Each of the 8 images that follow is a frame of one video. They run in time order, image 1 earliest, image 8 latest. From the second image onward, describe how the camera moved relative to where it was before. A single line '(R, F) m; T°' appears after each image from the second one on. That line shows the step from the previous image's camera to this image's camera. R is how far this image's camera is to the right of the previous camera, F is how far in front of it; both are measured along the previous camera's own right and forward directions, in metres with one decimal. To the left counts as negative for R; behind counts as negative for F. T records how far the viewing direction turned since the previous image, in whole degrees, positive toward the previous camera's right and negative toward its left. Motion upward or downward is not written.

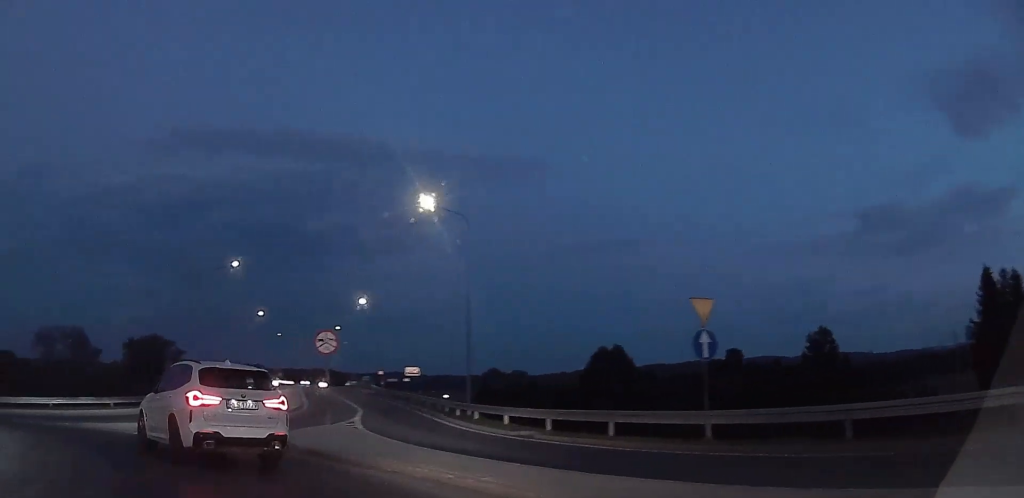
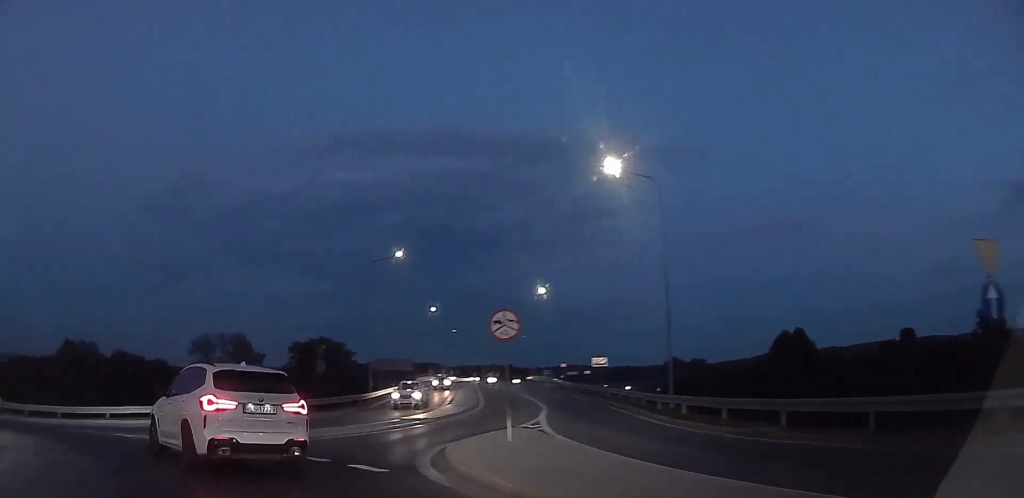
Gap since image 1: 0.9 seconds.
(-0.8, +4.5) m; -20°
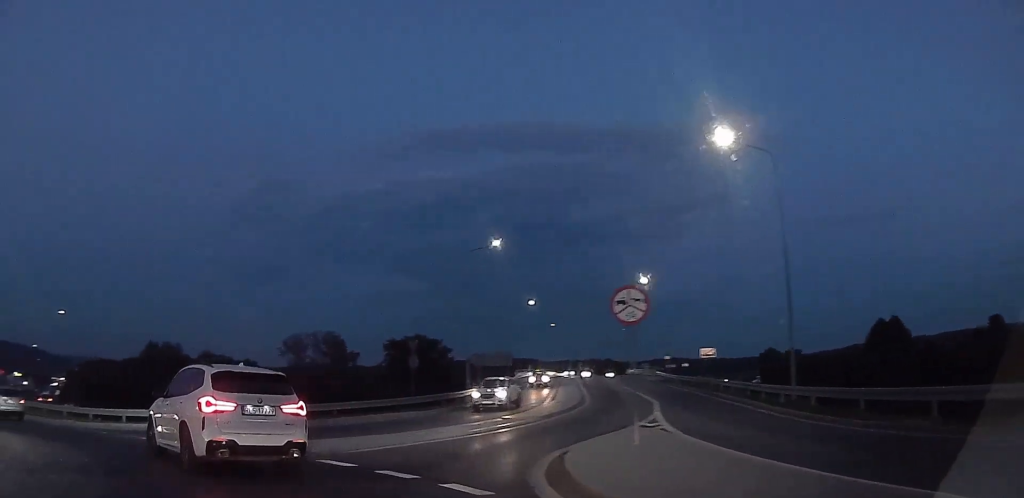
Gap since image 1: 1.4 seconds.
(0.0, +2.6) m; -10°
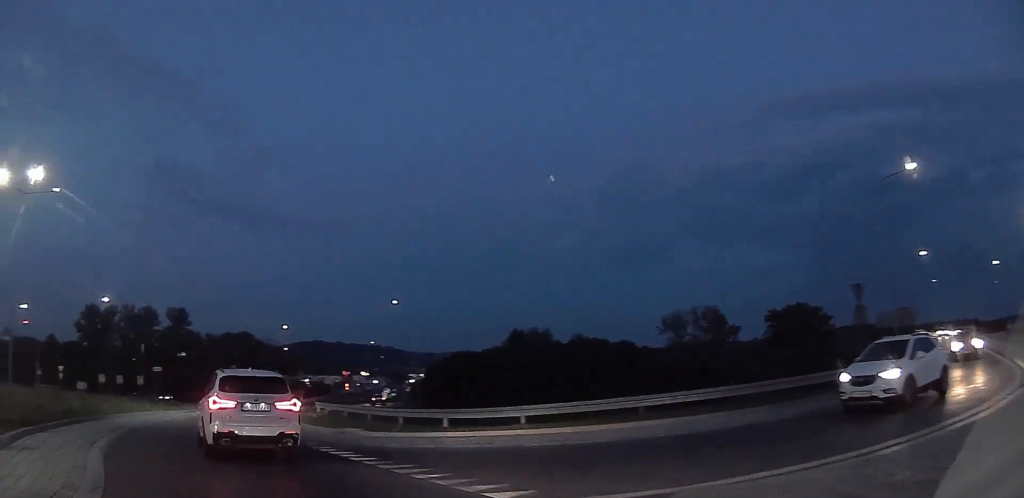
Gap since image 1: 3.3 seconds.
(-2.1, +10.1) m; -26°
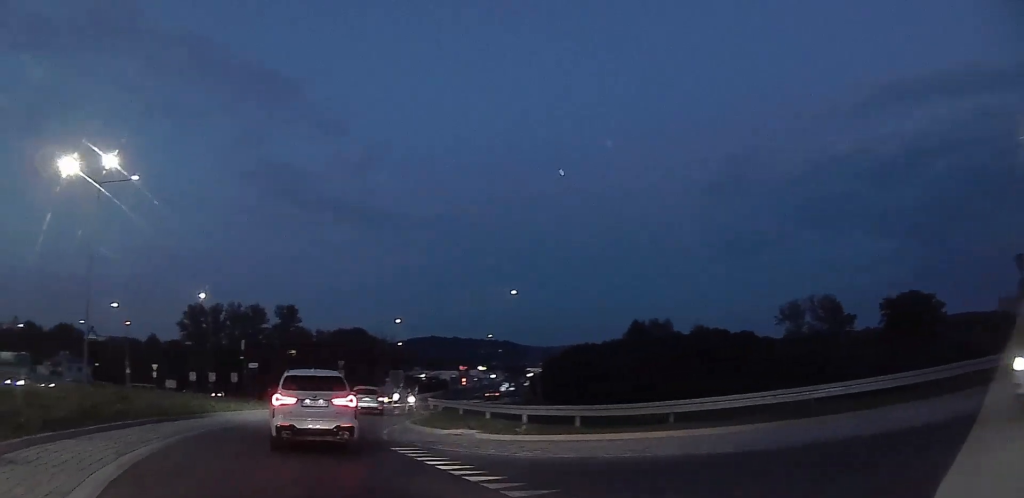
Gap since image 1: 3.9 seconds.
(-0.7, +3.2) m; -11°
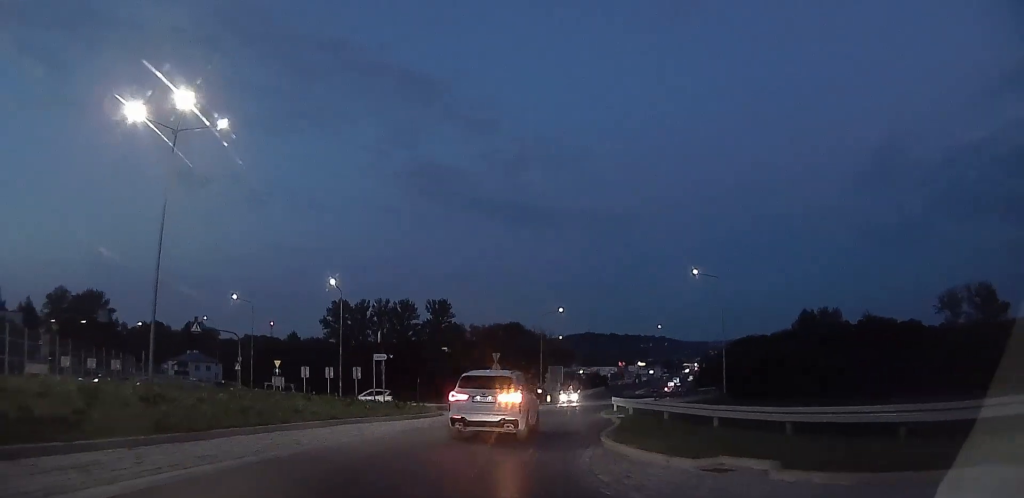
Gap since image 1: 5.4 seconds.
(-1.3, +8.4) m; -12°
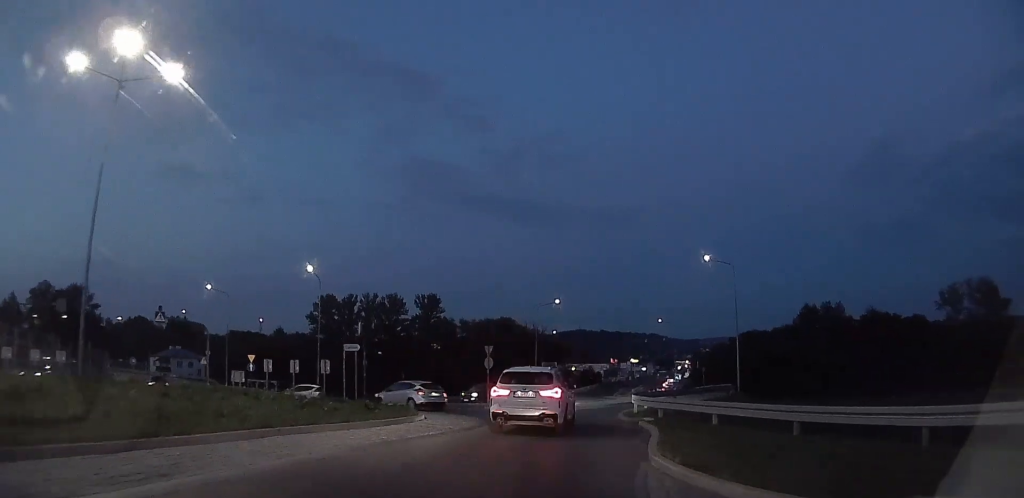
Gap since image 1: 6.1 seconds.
(-0.1, +5.2) m; 0°
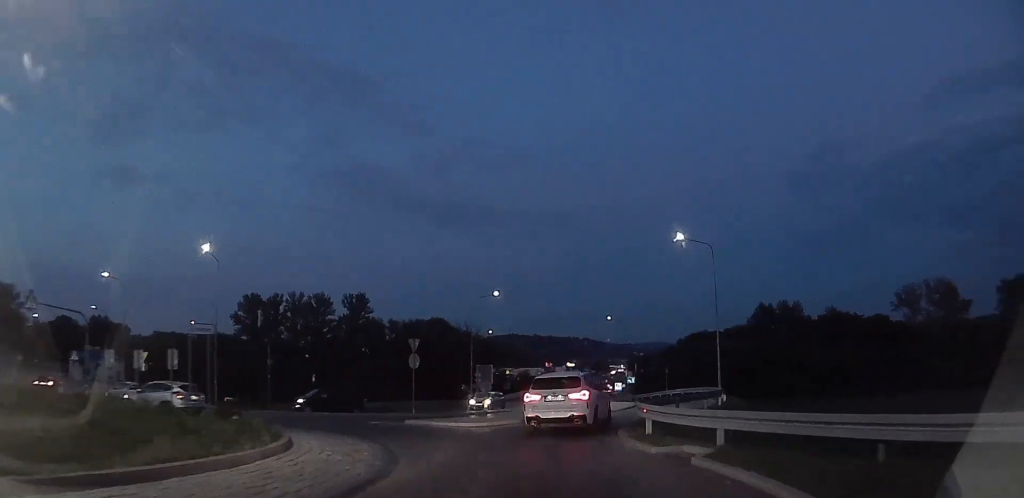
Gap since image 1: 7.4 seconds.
(+0.1, +9.5) m; +2°
